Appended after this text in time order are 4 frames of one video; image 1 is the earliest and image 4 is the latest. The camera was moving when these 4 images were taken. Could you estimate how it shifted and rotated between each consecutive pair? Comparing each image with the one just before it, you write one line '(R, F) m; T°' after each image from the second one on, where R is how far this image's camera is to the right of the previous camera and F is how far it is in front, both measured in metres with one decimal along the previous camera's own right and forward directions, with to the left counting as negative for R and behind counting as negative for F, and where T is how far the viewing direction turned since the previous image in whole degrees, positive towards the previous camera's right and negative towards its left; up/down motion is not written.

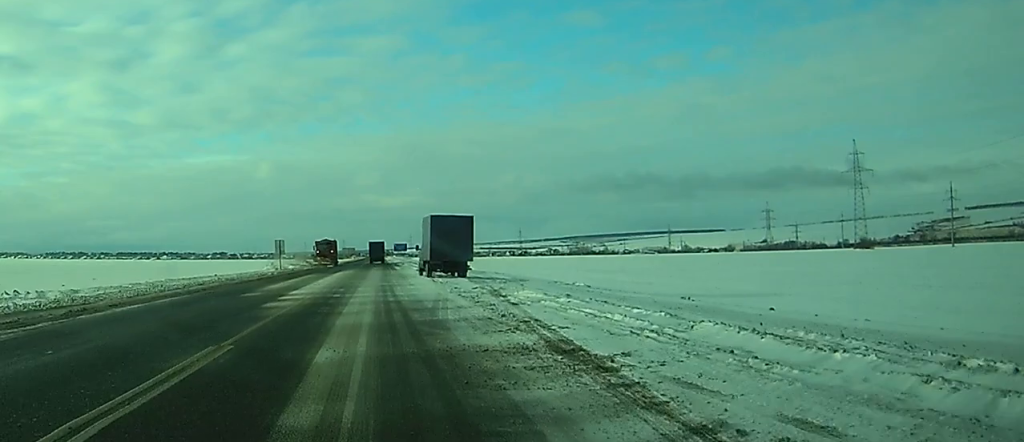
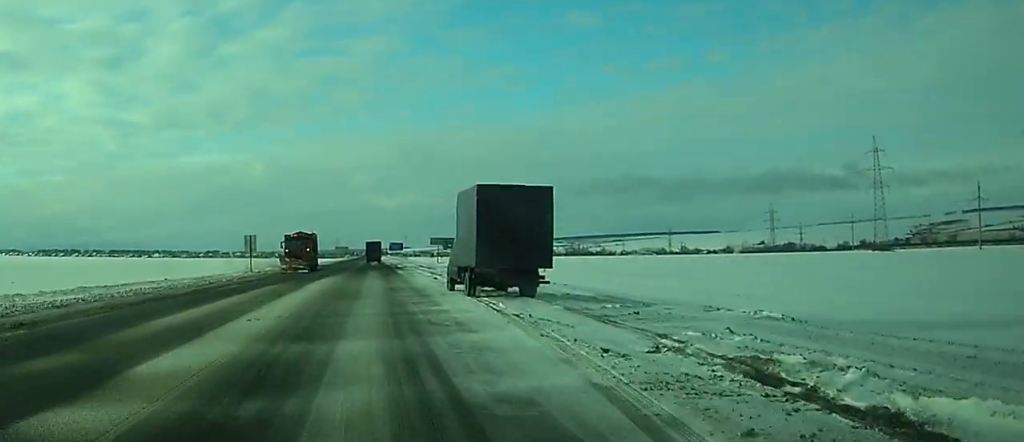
(-0.1, +18.8) m; 0°
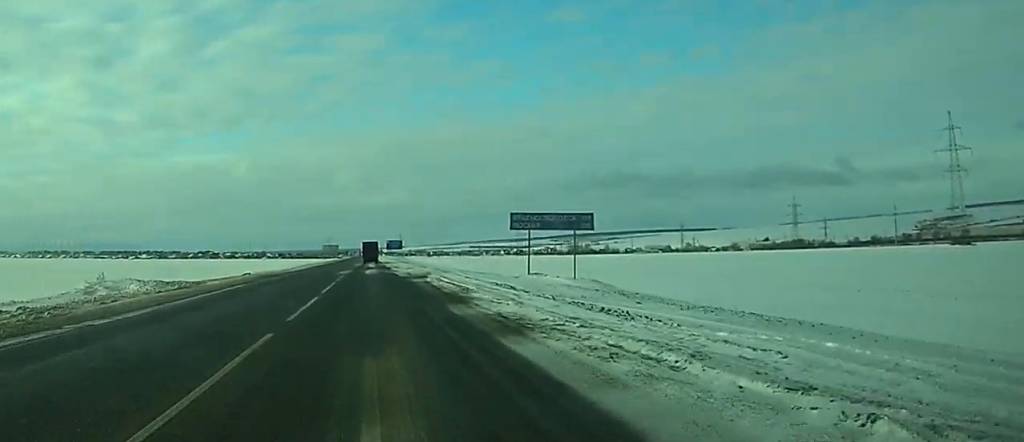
(+2.0, +52.1) m; +3°
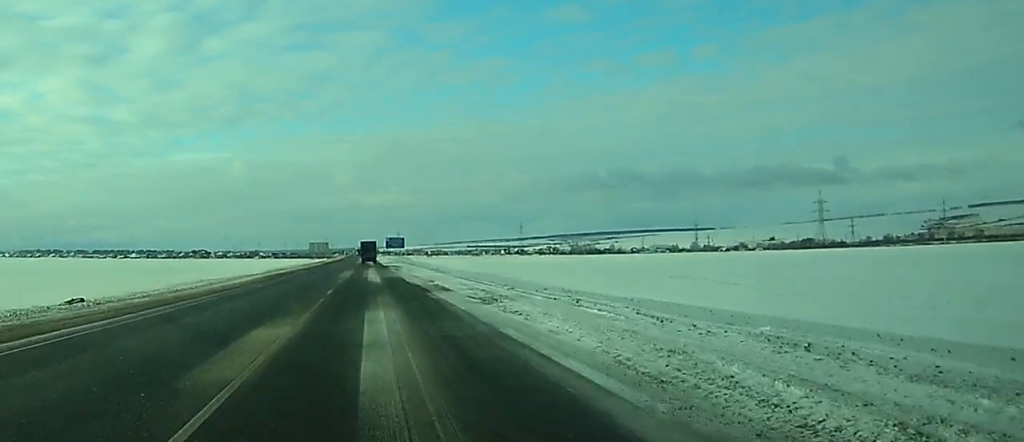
(-0.8, +47.9) m; 0°
